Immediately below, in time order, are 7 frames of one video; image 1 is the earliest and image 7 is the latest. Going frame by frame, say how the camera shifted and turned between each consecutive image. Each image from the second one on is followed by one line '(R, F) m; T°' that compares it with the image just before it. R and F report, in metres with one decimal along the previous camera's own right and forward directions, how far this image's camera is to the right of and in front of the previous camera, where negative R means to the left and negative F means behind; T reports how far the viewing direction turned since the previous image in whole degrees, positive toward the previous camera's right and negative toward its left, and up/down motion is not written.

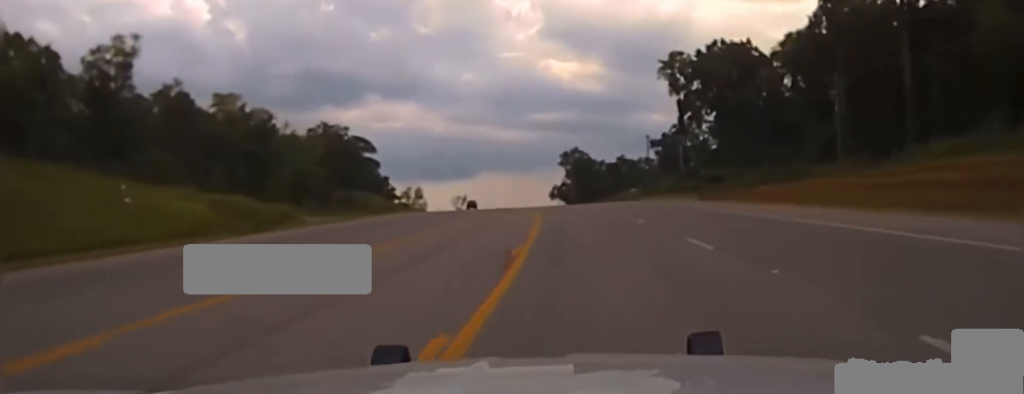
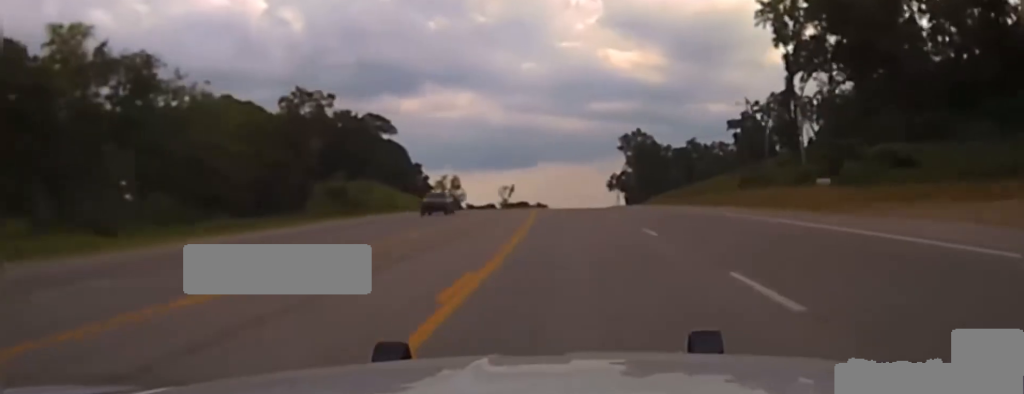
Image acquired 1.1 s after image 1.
(-1.8, +56.5) m; -3°
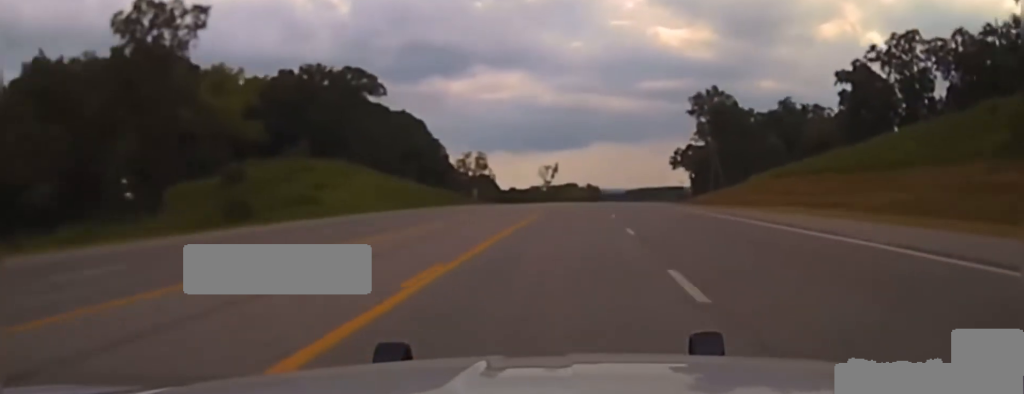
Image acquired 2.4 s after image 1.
(-0.8, +73.1) m; -5°
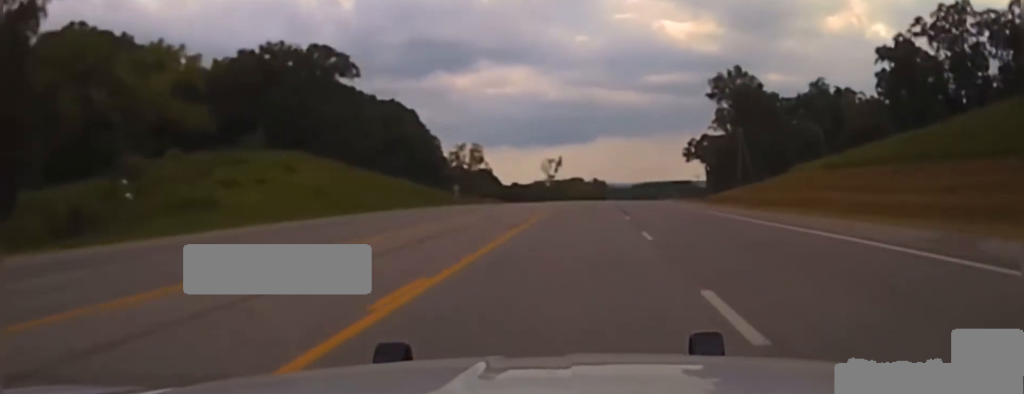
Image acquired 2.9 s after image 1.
(-0.8, +26.9) m; -2°
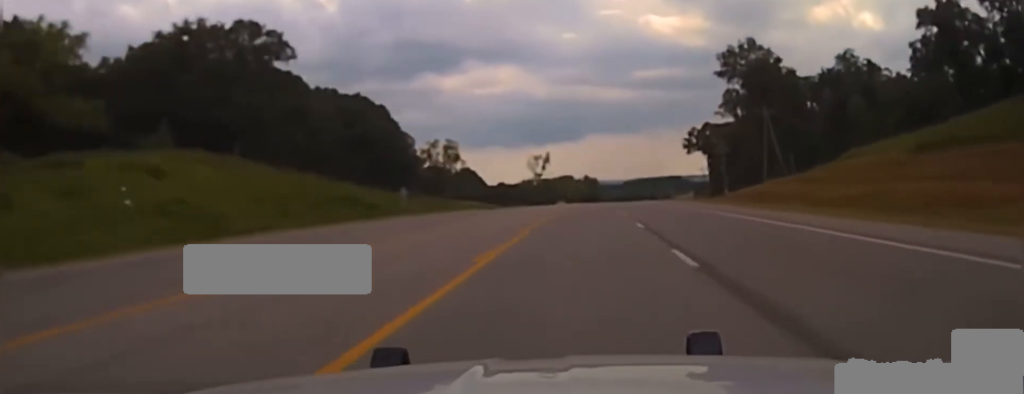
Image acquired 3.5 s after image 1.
(-2.3, +30.7) m; -2°
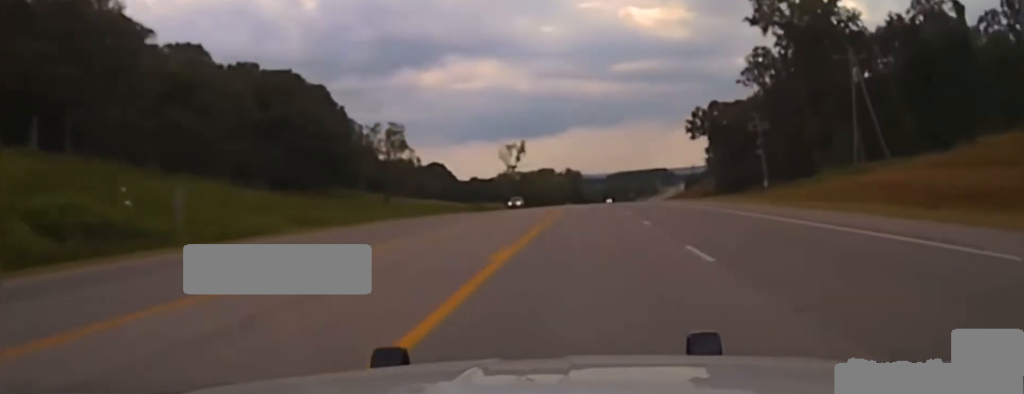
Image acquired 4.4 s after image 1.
(+1.0, +49.1) m; +2°
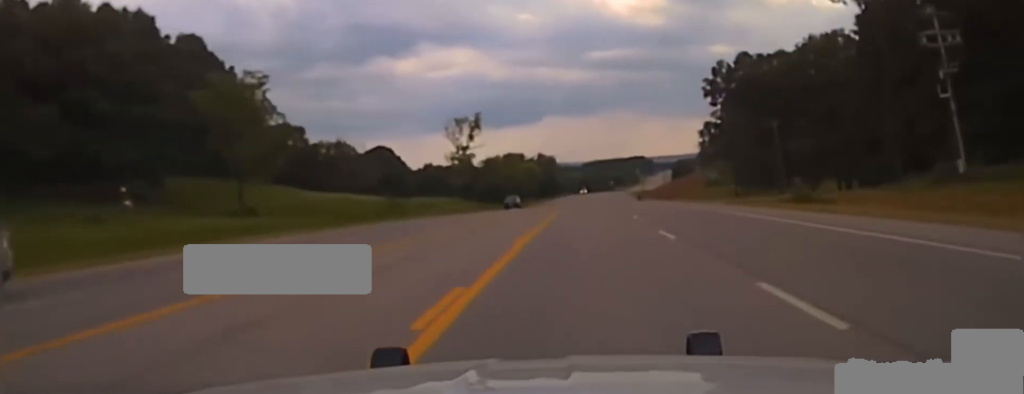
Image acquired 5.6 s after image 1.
(+1.9, +68.0) m; +2°
